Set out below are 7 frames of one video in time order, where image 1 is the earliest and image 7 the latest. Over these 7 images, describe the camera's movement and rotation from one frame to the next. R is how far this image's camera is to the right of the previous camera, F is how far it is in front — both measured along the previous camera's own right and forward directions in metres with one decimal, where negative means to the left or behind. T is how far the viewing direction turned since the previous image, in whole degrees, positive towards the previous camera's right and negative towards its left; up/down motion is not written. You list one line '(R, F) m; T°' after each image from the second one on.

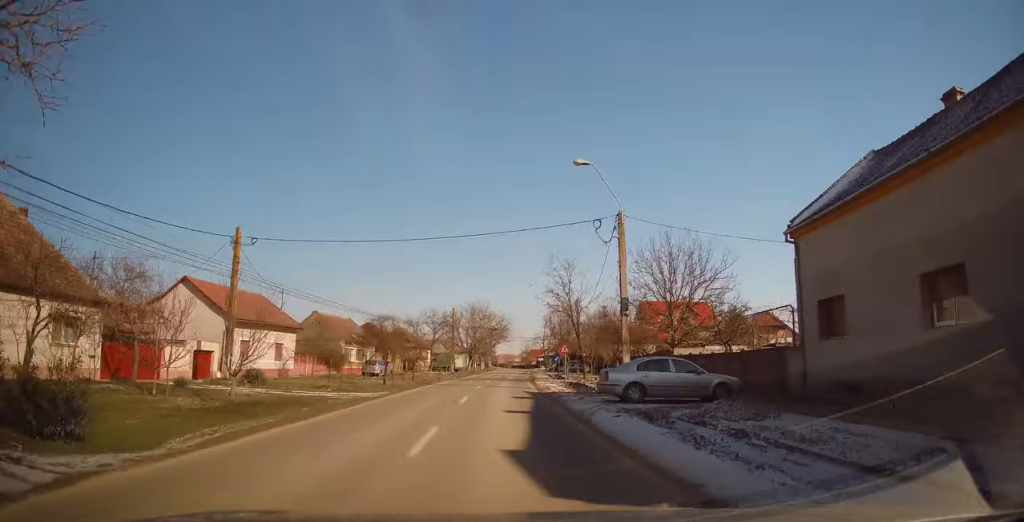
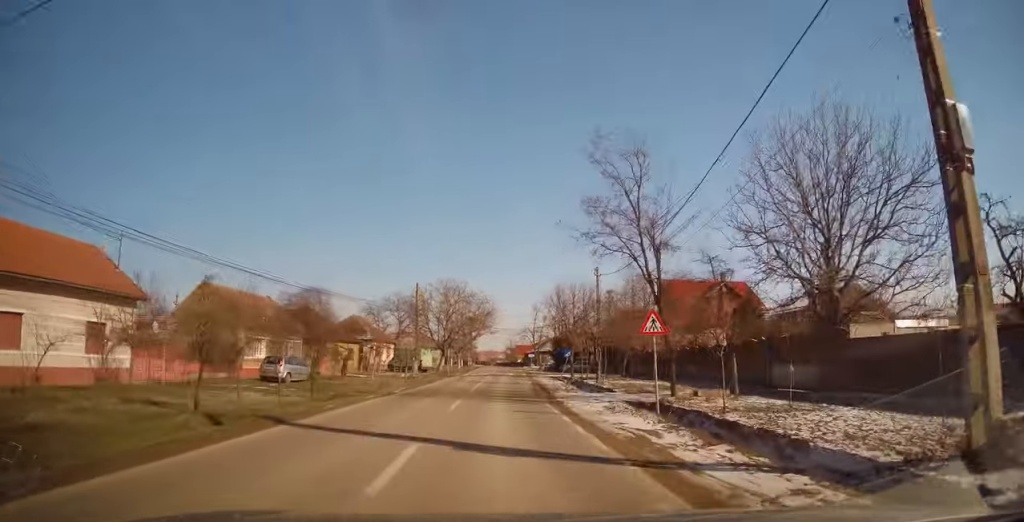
(+0.5, +19.3) m; +2°
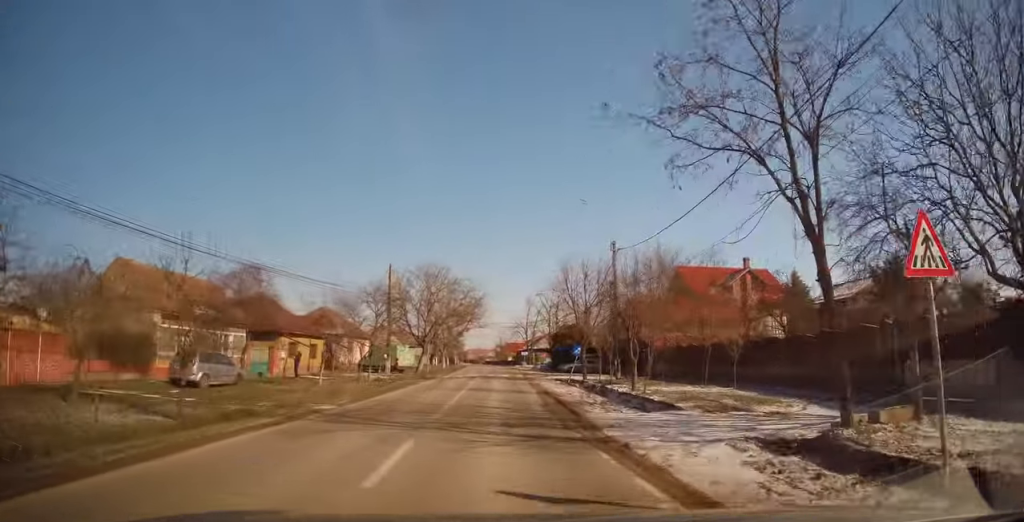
(+0.2, +8.3) m; +1°
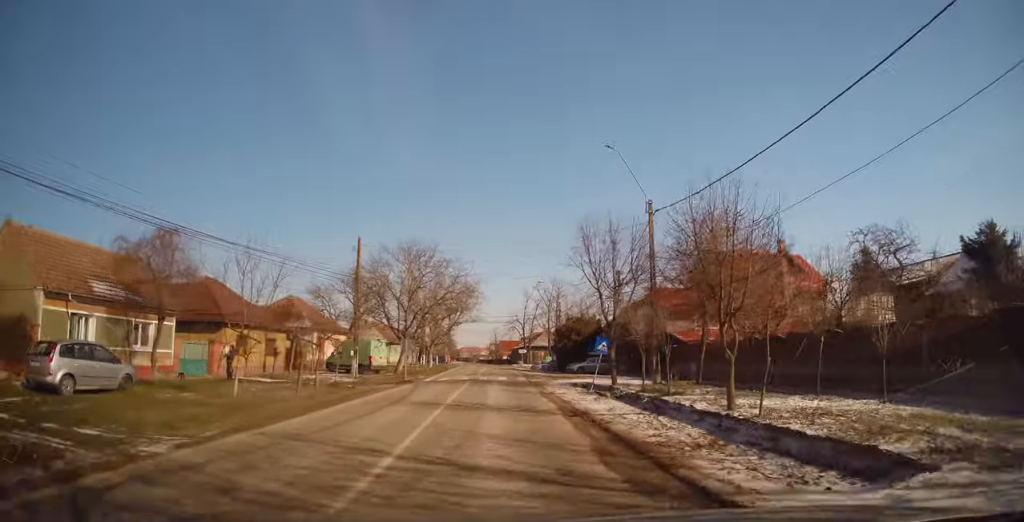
(0.0, +7.9) m; +1°
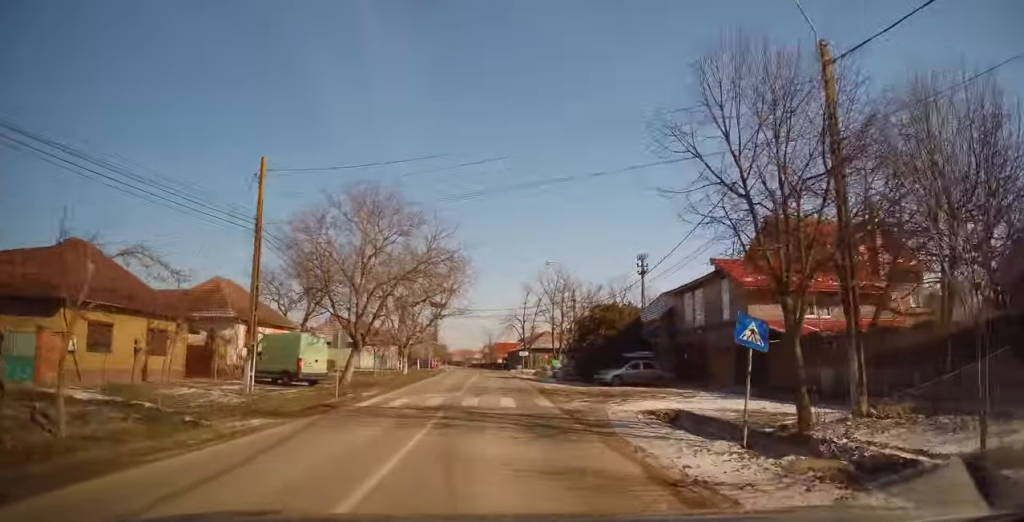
(+0.1, +13.7) m; +1°
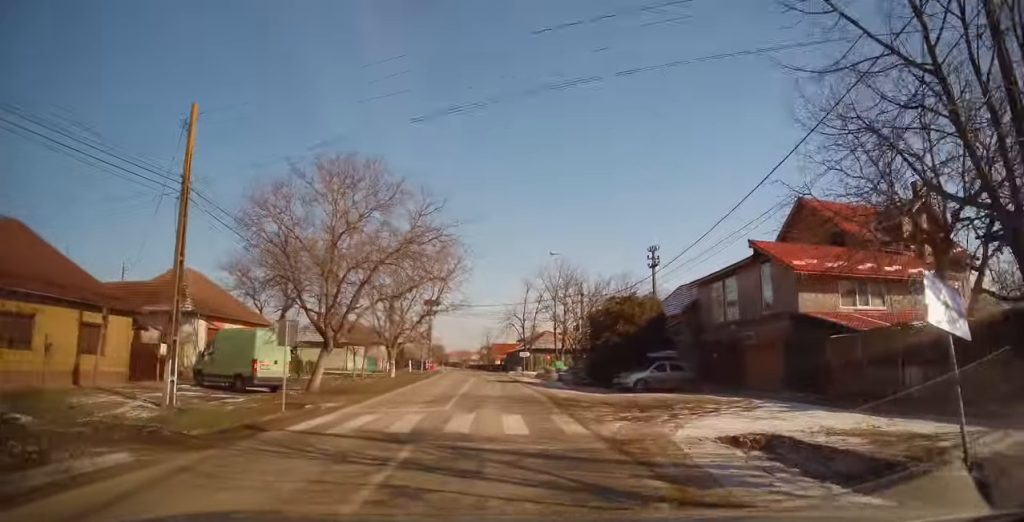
(+0.1, +5.1) m; 0°
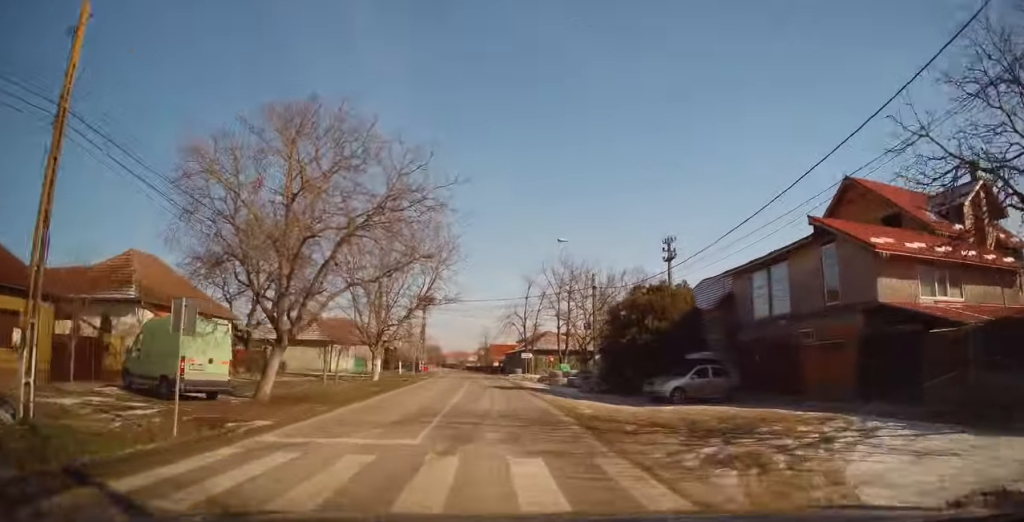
(-0.1, +5.3) m; -1°
